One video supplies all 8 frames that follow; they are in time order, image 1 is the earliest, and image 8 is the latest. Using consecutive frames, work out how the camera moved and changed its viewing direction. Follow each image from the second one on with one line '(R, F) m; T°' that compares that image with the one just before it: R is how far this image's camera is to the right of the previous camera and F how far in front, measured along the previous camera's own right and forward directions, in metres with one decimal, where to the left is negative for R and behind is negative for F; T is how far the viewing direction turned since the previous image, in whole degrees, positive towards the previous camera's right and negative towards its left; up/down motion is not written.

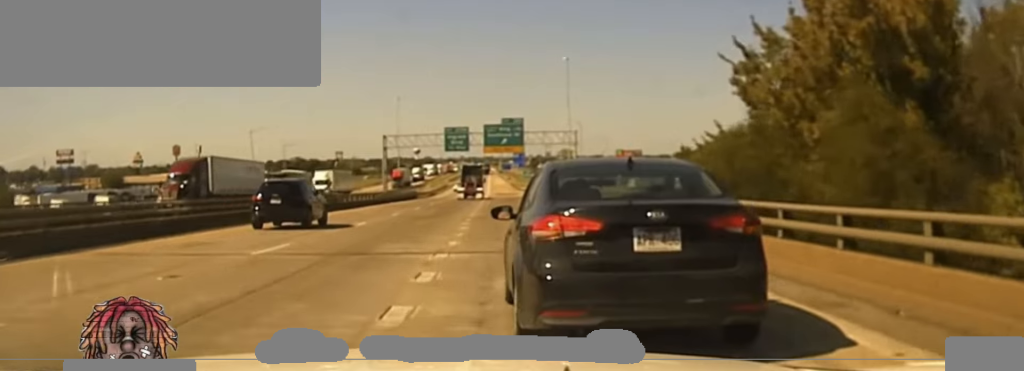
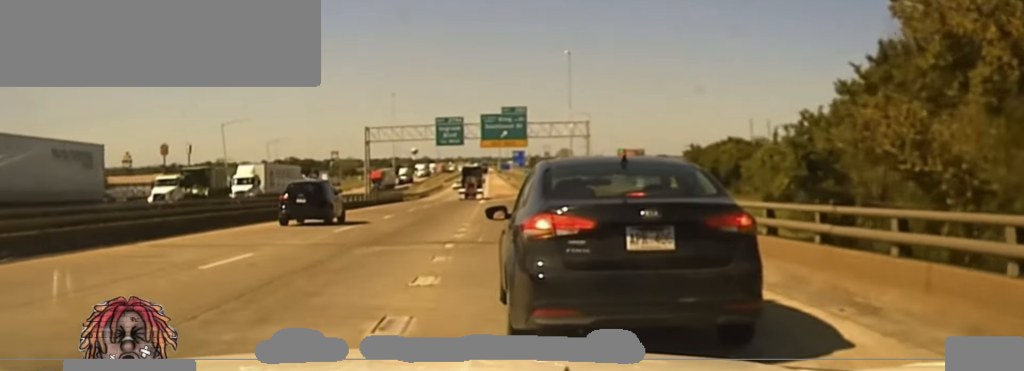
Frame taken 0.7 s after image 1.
(-0.1, +15.2) m; 0°
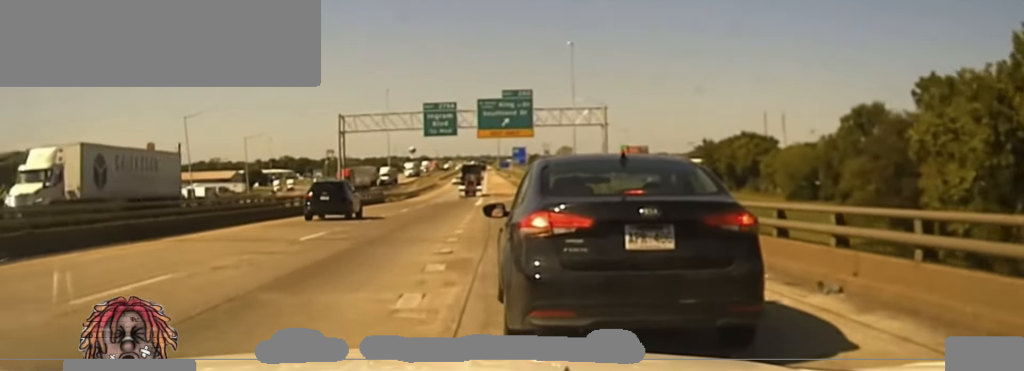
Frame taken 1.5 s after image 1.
(-0.2, +16.8) m; 0°
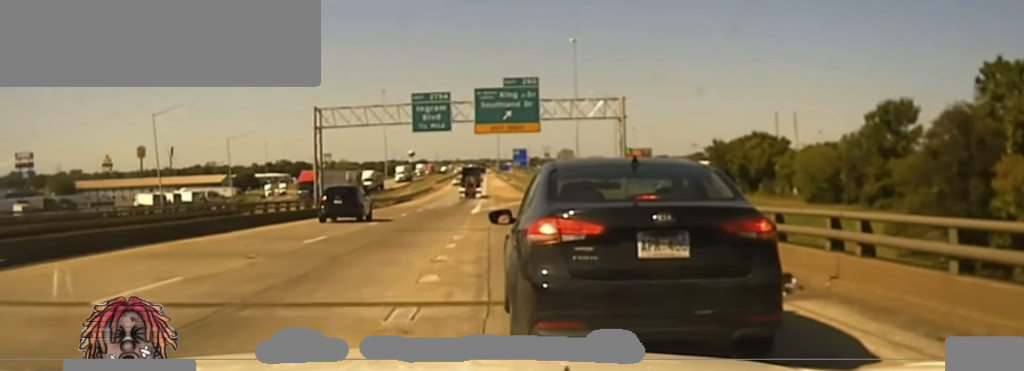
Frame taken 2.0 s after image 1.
(+0.1, +11.0) m; +1°
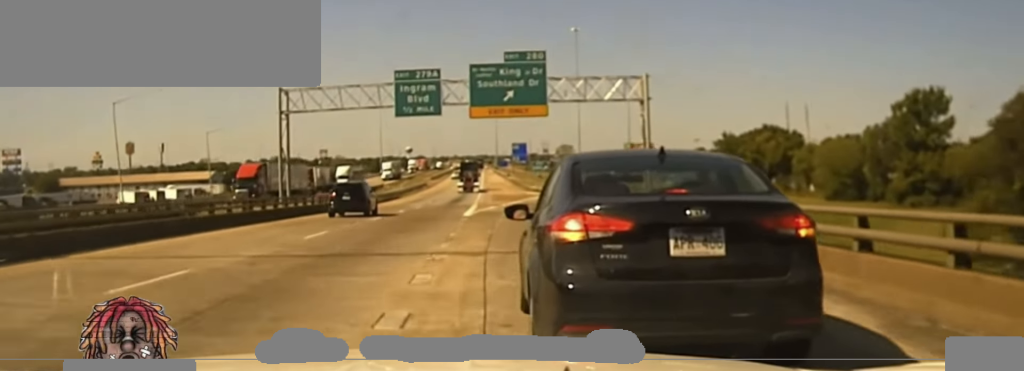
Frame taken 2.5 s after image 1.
(0.0, +10.3) m; 0°
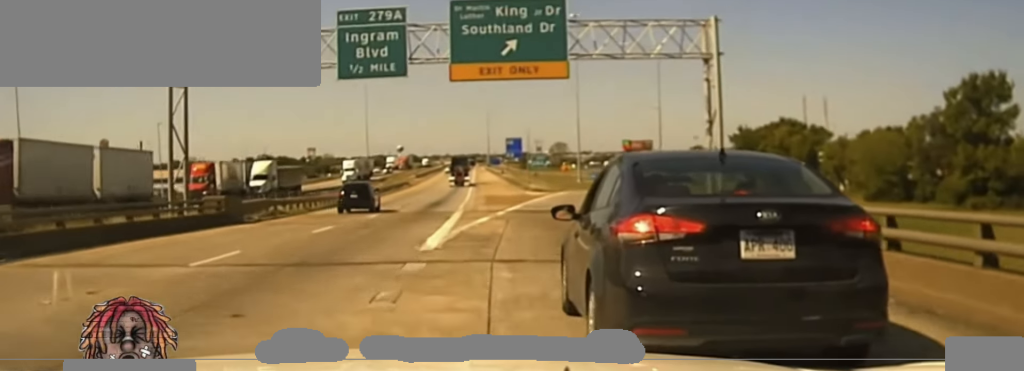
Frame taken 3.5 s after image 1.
(+0.1, +18.8) m; +1°
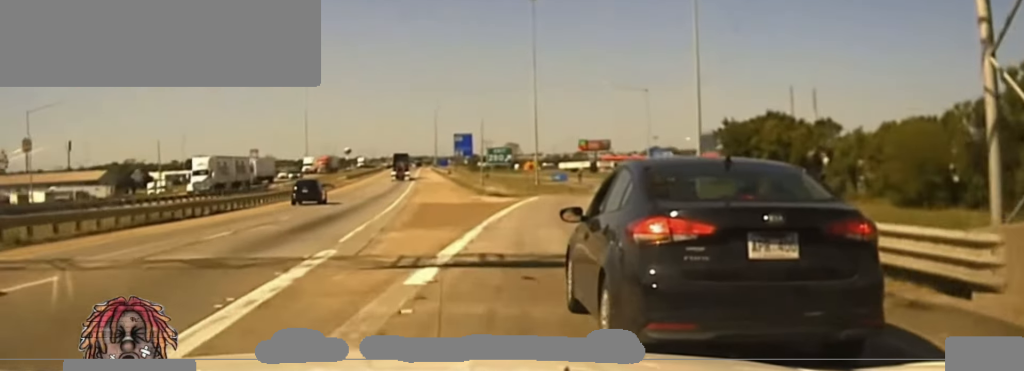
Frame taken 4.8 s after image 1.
(+0.5, +25.8) m; +3°
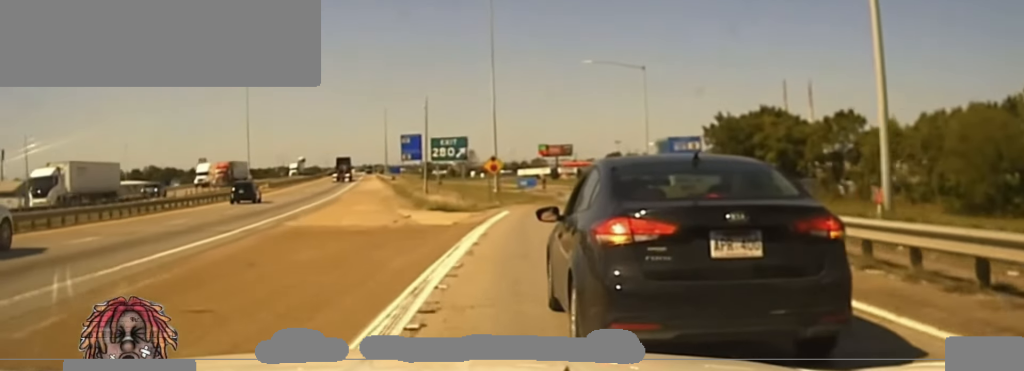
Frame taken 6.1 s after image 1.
(+0.8, +27.0) m; +2°
